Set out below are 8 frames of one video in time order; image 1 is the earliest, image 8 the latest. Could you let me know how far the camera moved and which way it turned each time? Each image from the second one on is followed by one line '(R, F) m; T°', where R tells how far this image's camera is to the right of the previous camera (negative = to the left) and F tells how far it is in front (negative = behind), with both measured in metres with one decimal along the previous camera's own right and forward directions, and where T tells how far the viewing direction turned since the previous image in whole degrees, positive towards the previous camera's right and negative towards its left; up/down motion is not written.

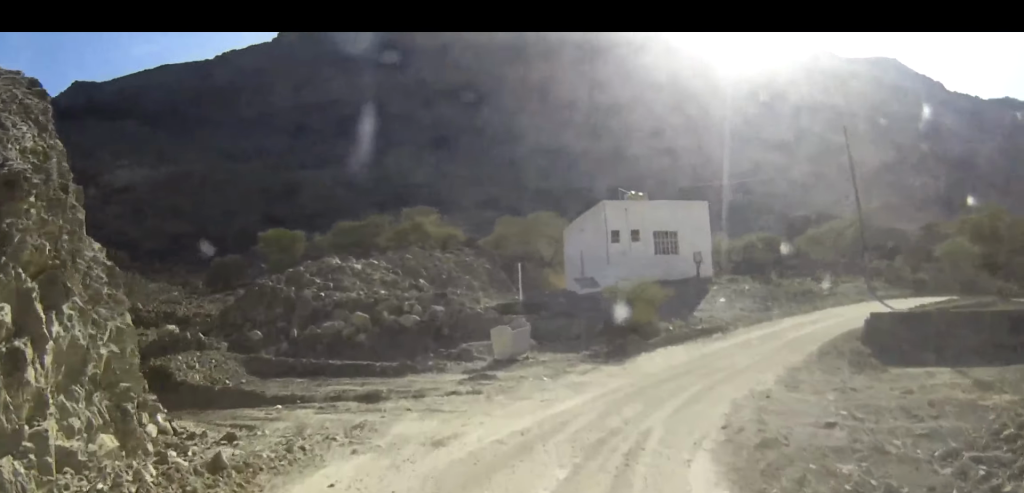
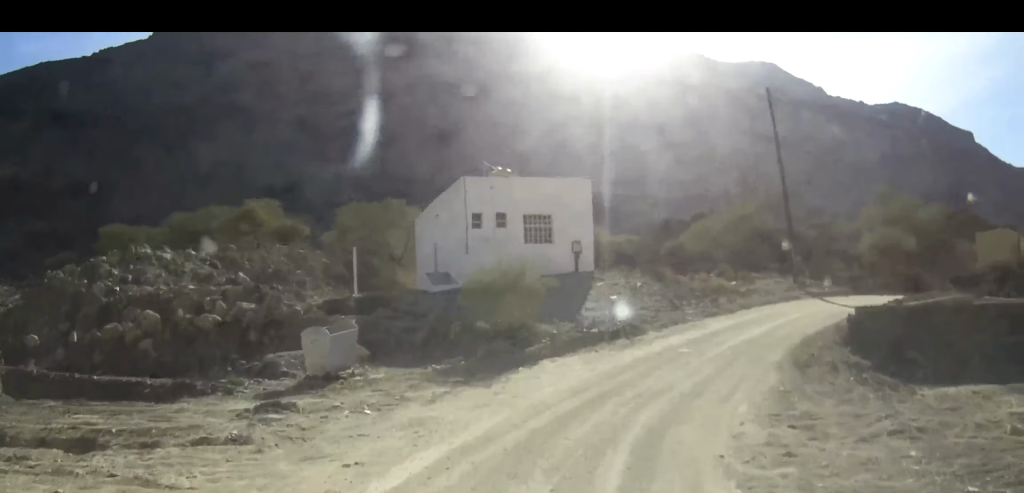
(+0.7, +7.7) m; +12°
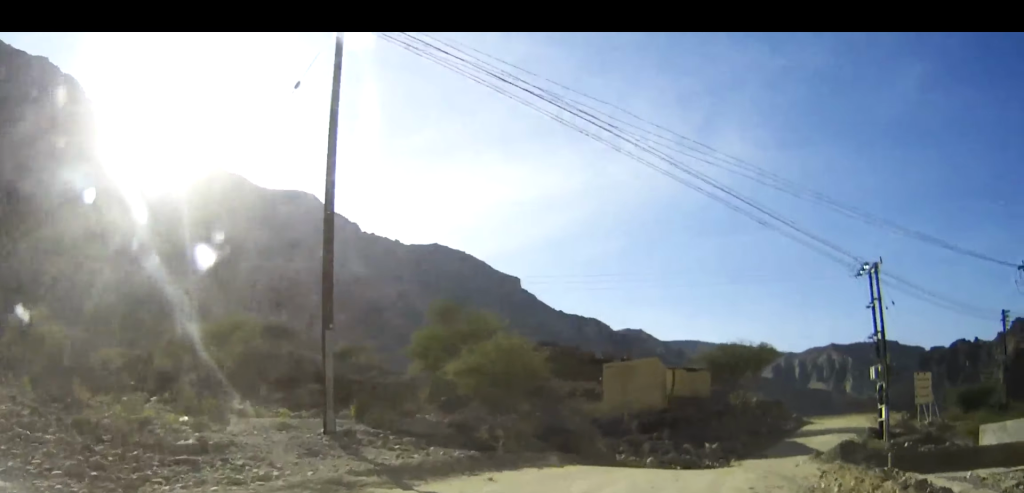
(+5.8, +17.8) m; +38°
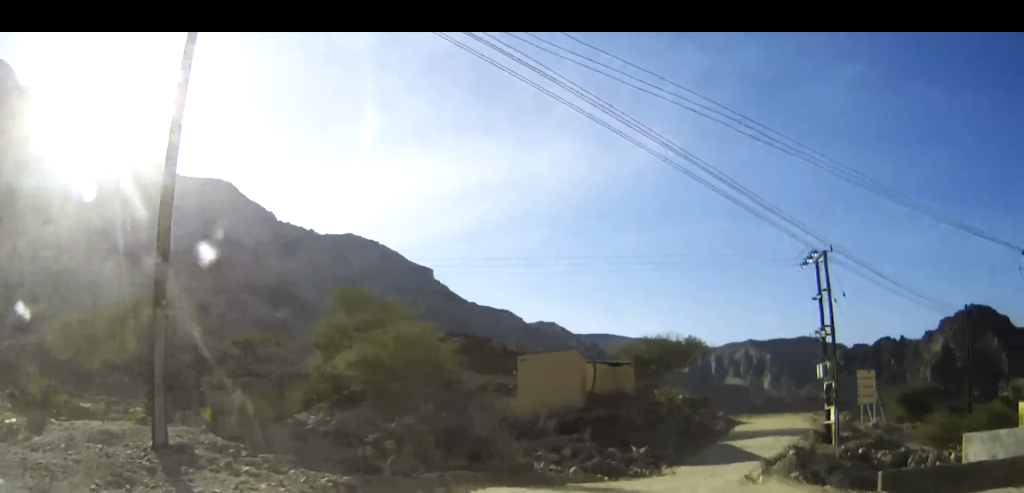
(+0.4, +3.7) m; +7°
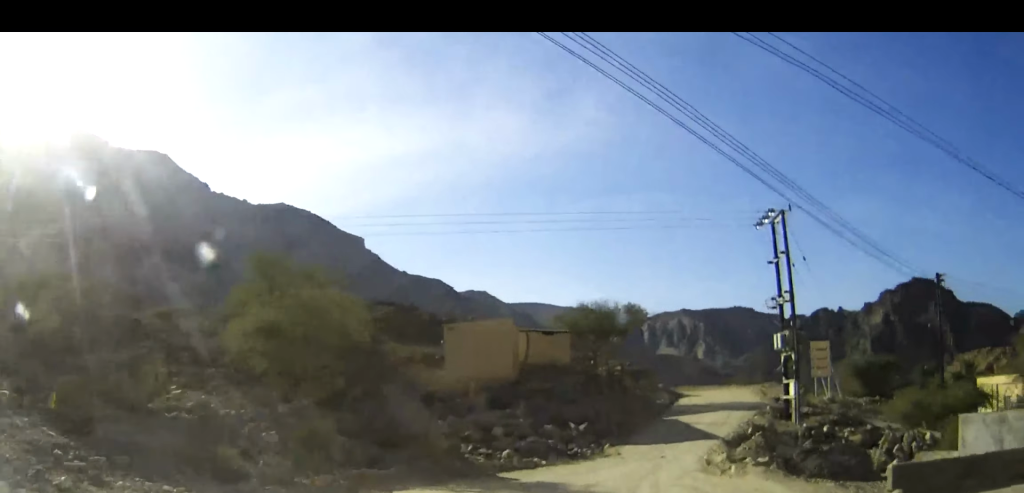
(+0.1, +3.1) m; +5°
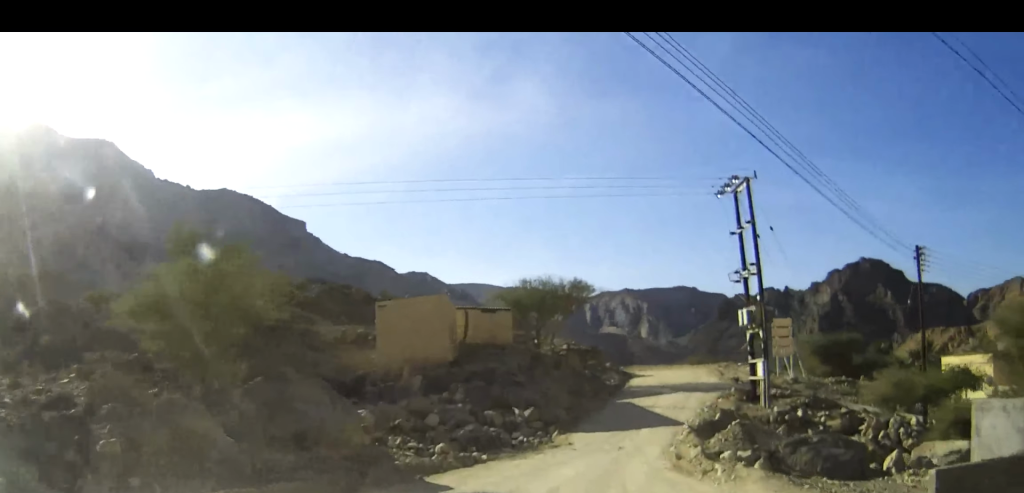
(+0.2, +3.3) m; +6°
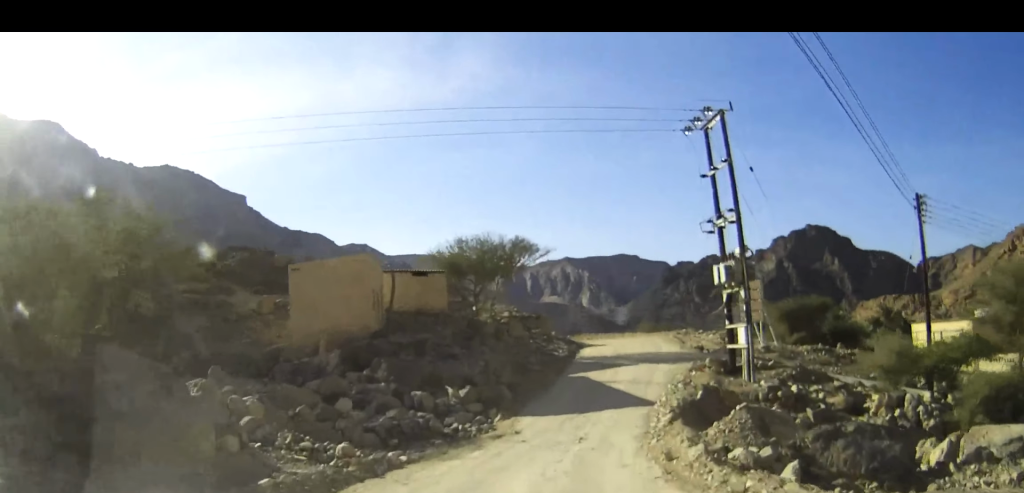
(+0.3, +4.8) m; +8°
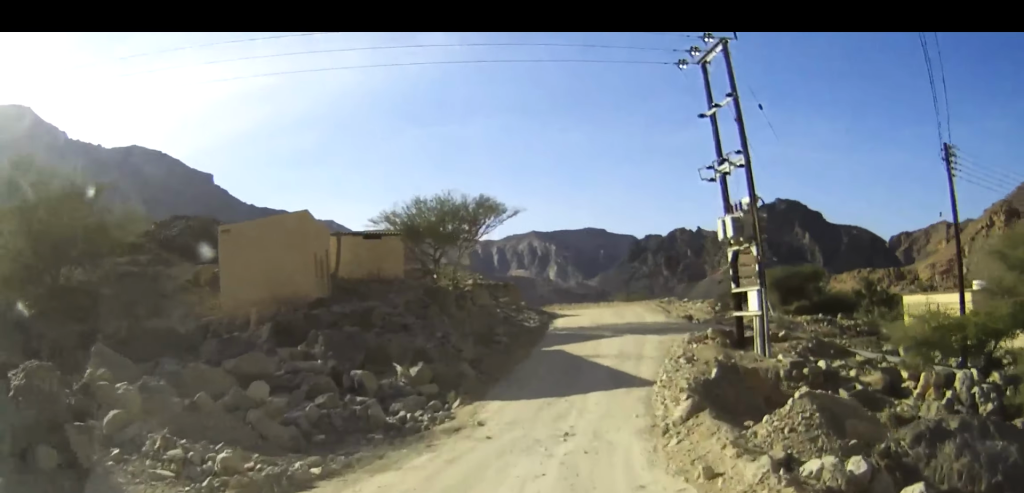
(+0.3, +4.0) m; +4°
